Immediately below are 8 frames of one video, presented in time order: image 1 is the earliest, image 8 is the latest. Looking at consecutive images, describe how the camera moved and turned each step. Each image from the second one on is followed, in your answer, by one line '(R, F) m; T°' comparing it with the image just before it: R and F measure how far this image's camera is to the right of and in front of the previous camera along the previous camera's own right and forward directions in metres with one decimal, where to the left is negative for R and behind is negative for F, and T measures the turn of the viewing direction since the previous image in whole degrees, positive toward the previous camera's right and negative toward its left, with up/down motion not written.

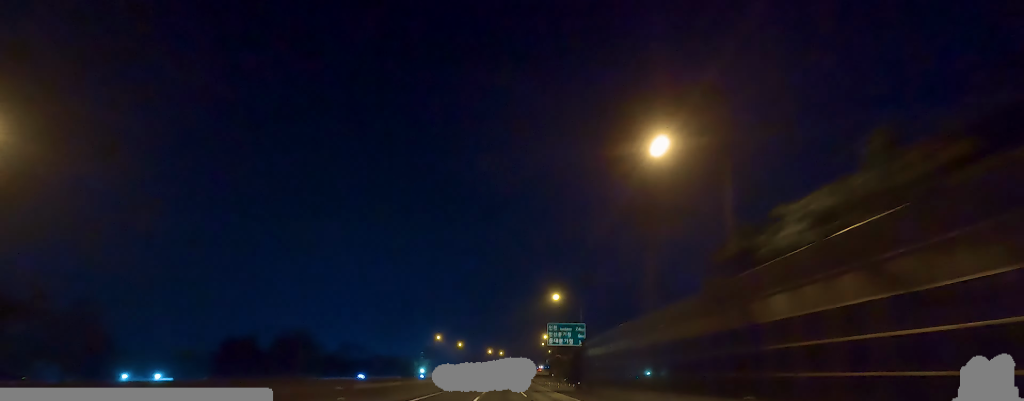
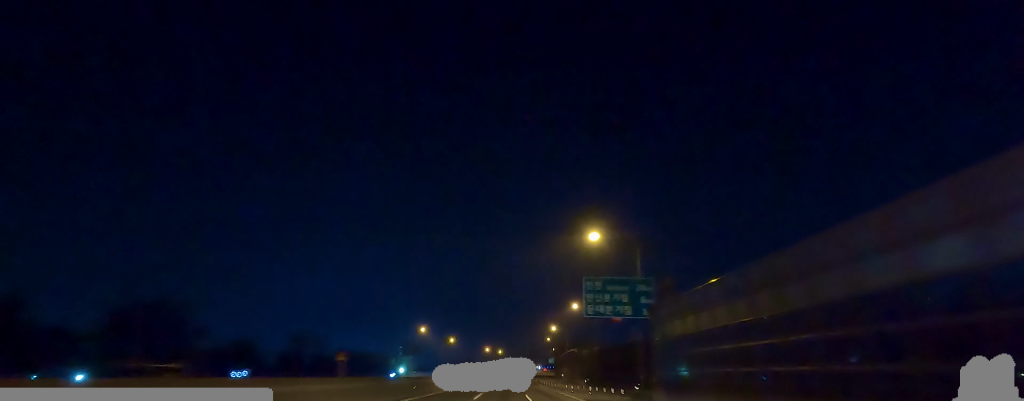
(+0.6, +31.4) m; +1°
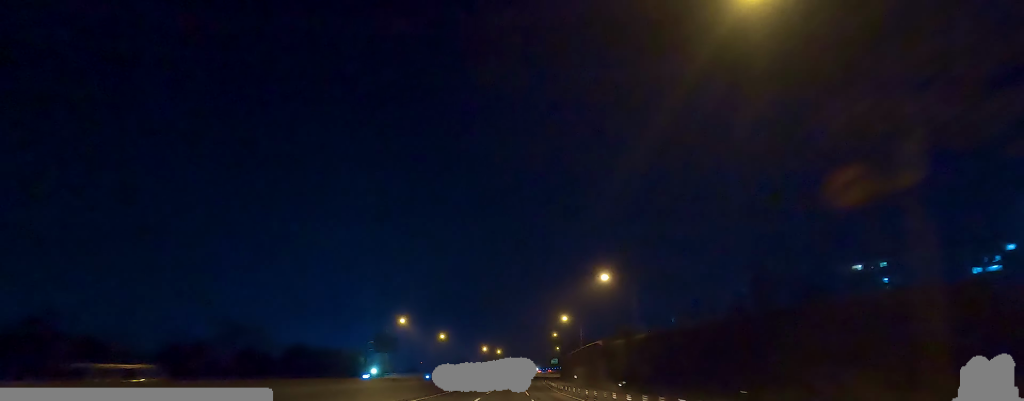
(-0.2, +27.1) m; 0°
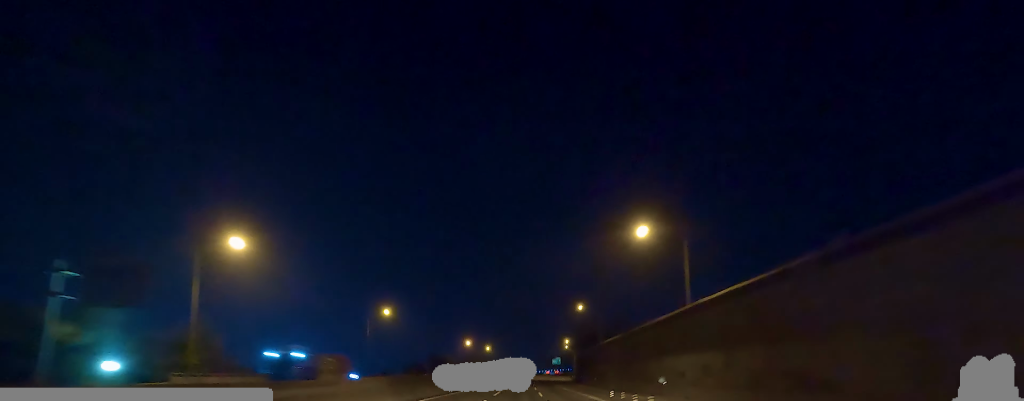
(0.0, +67.2) m; +2°
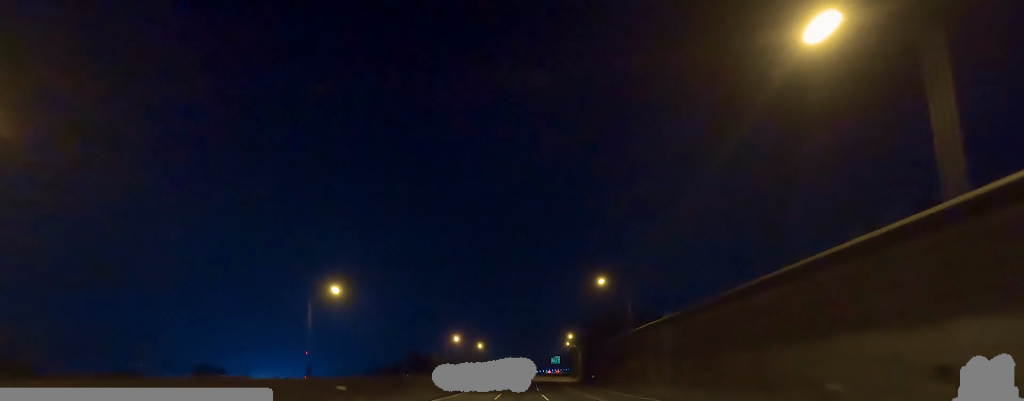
(+0.8, +25.4) m; +1°
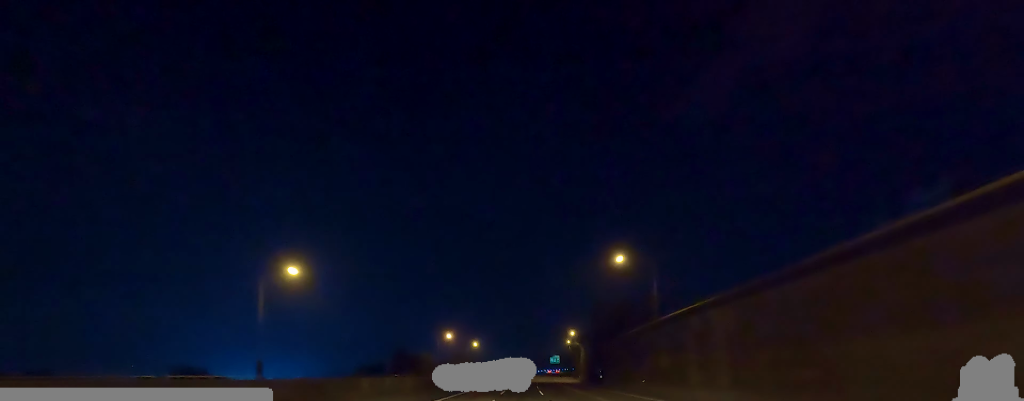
(+0.5, +12.7) m; 0°
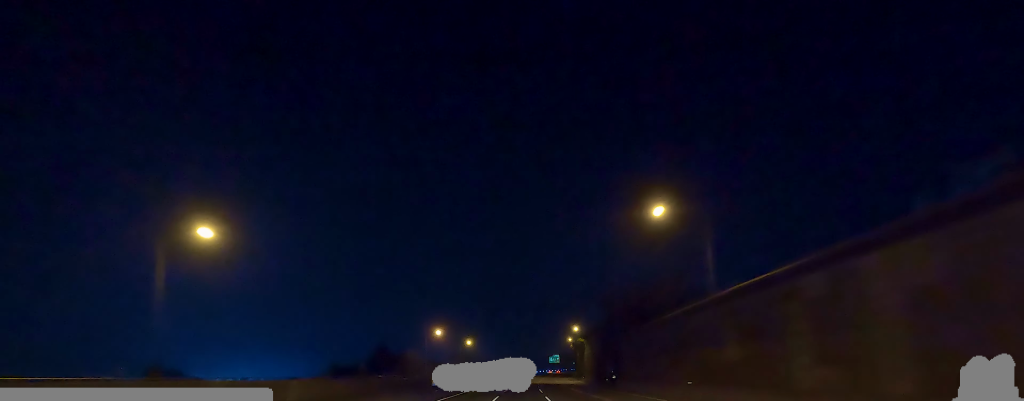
(-0.8, +15.6) m; 0°
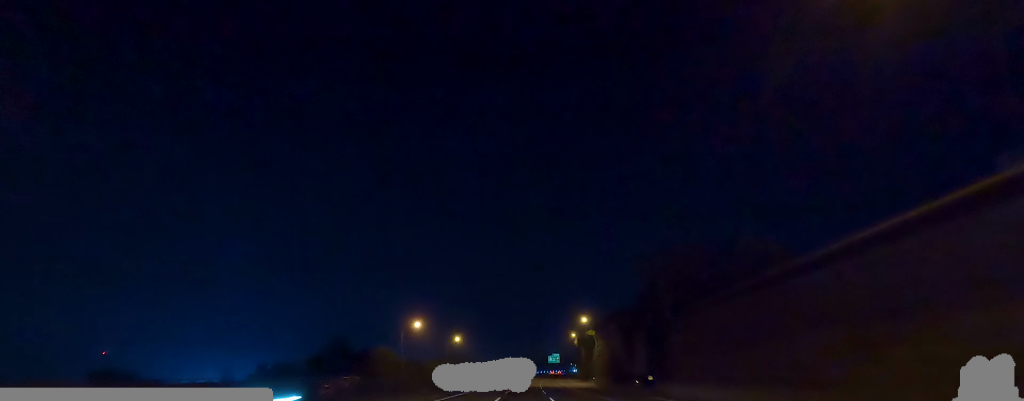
(0.0, +24.3) m; +1°
